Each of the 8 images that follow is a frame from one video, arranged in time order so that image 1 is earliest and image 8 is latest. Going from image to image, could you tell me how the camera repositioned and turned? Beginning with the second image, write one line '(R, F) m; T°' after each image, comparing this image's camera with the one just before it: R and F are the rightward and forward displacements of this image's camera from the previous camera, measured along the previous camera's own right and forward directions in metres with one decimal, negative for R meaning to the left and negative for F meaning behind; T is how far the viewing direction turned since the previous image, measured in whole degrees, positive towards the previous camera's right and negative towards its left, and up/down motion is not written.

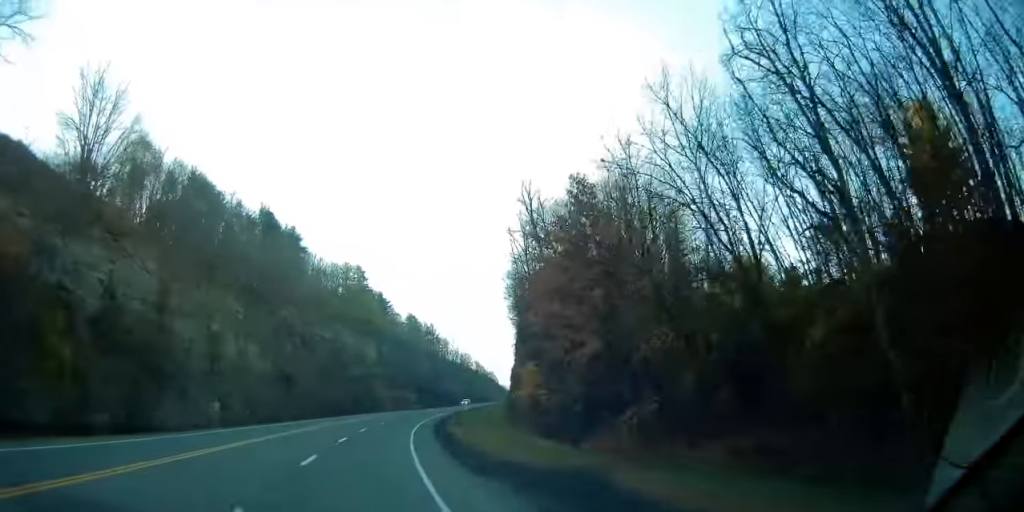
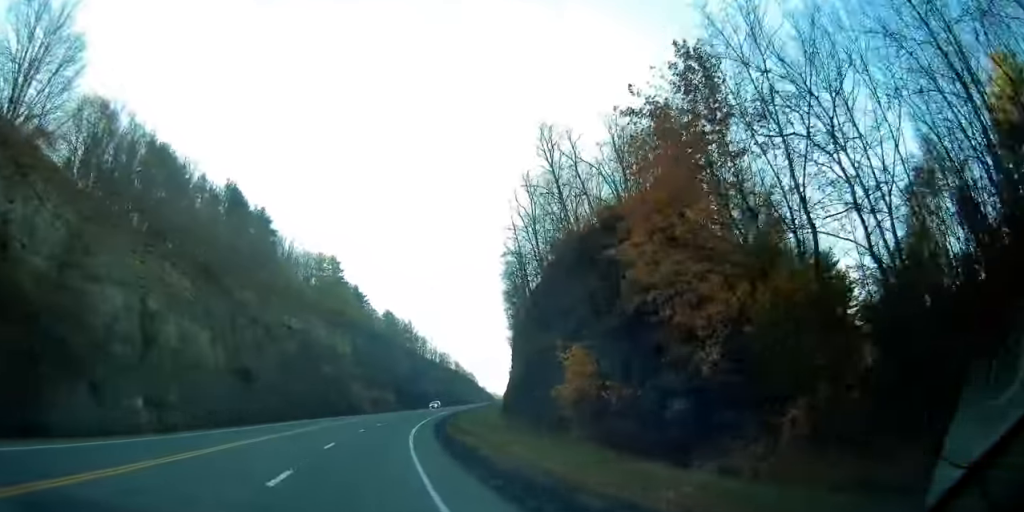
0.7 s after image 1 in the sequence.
(+0.5, +15.8) m; +2°
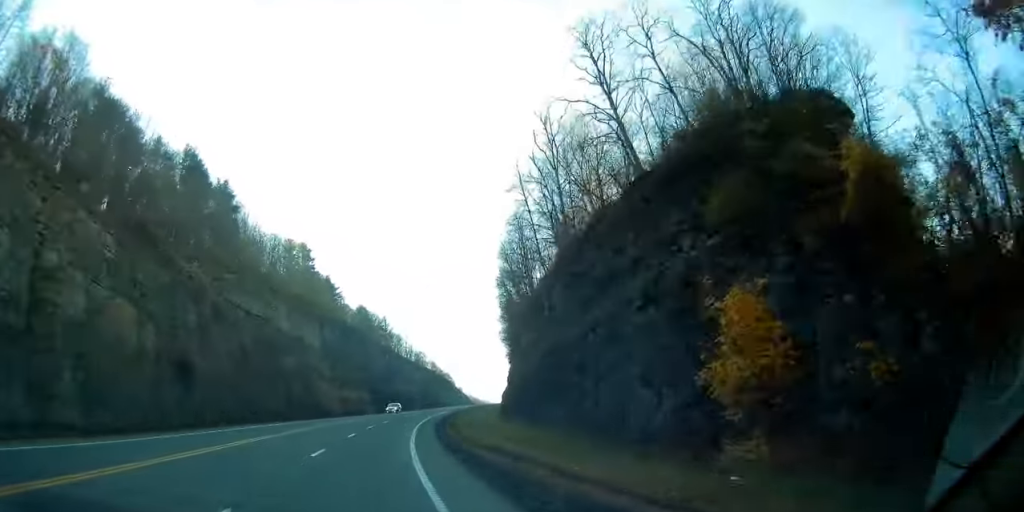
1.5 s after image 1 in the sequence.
(+0.3, +17.5) m; +3°
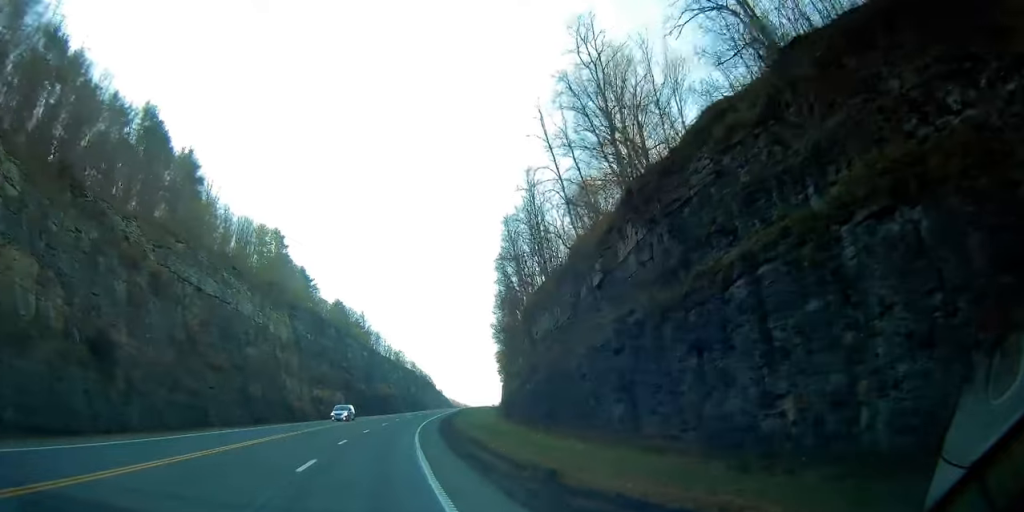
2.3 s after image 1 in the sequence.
(+0.4, +16.3) m; +3°
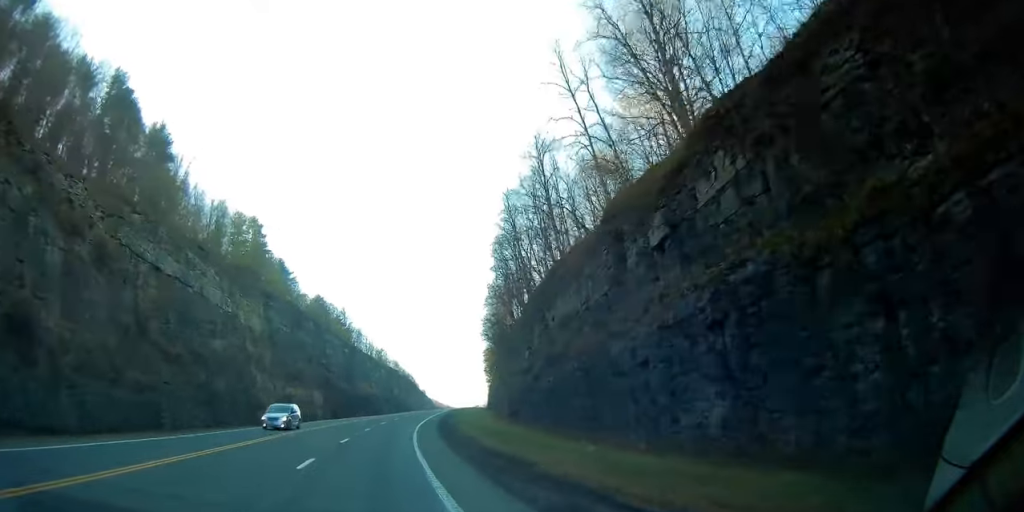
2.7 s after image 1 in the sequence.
(+0.3, +10.5) m; +2°
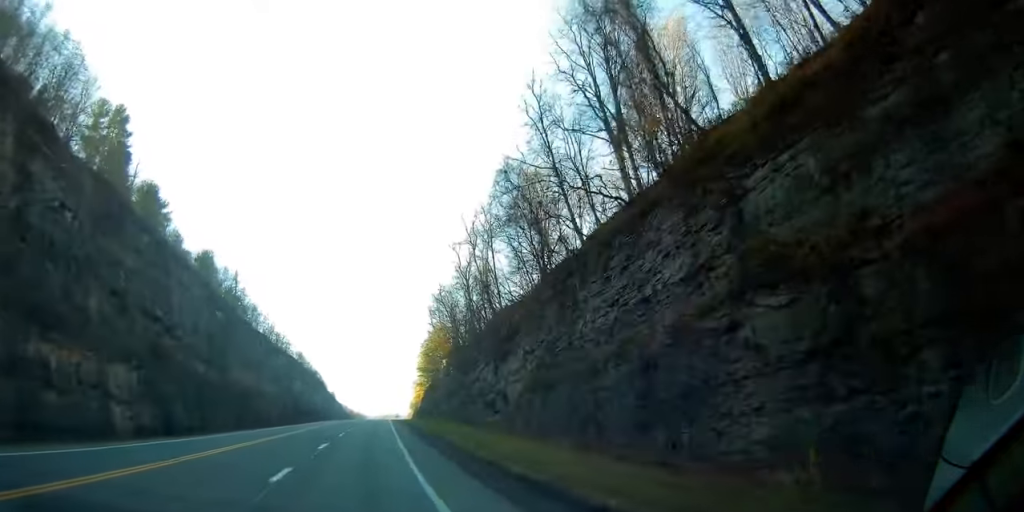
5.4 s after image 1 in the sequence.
(+5.2, +61.4) m; +10°
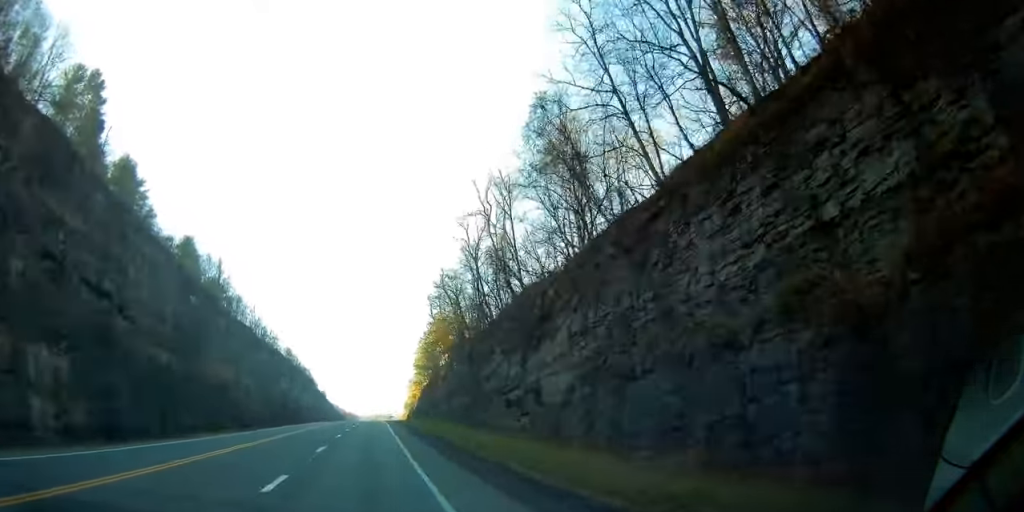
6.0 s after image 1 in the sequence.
(+0.1, +13.1) m; +1°
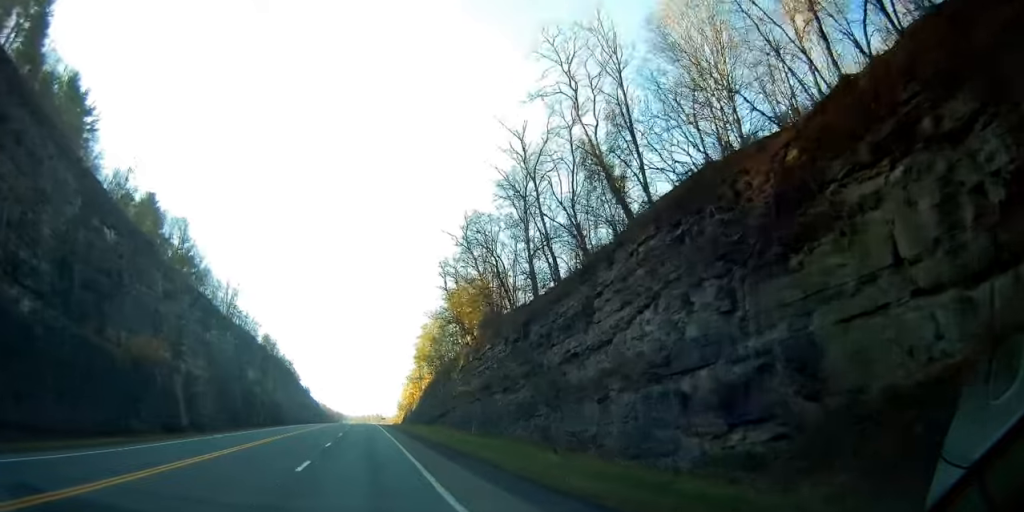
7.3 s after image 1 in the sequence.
(+0.6, +30.1) m; +2°
